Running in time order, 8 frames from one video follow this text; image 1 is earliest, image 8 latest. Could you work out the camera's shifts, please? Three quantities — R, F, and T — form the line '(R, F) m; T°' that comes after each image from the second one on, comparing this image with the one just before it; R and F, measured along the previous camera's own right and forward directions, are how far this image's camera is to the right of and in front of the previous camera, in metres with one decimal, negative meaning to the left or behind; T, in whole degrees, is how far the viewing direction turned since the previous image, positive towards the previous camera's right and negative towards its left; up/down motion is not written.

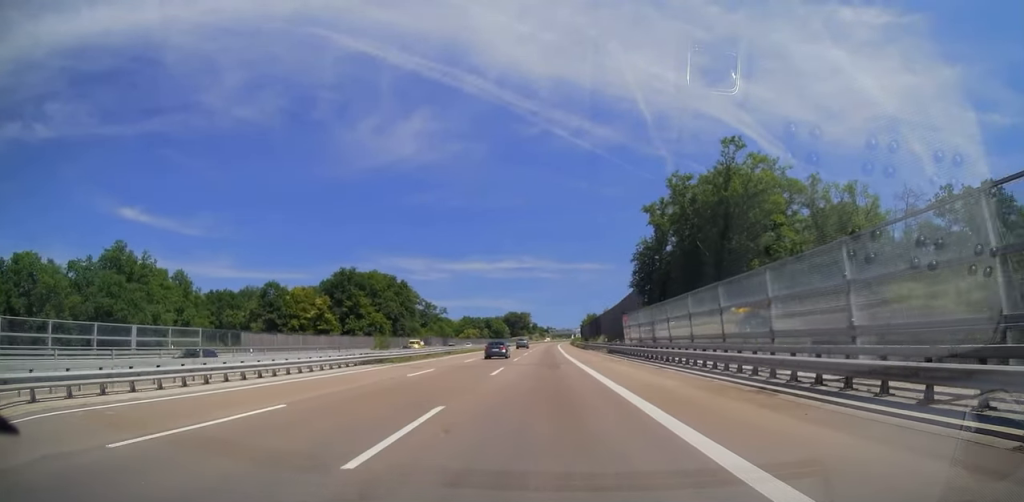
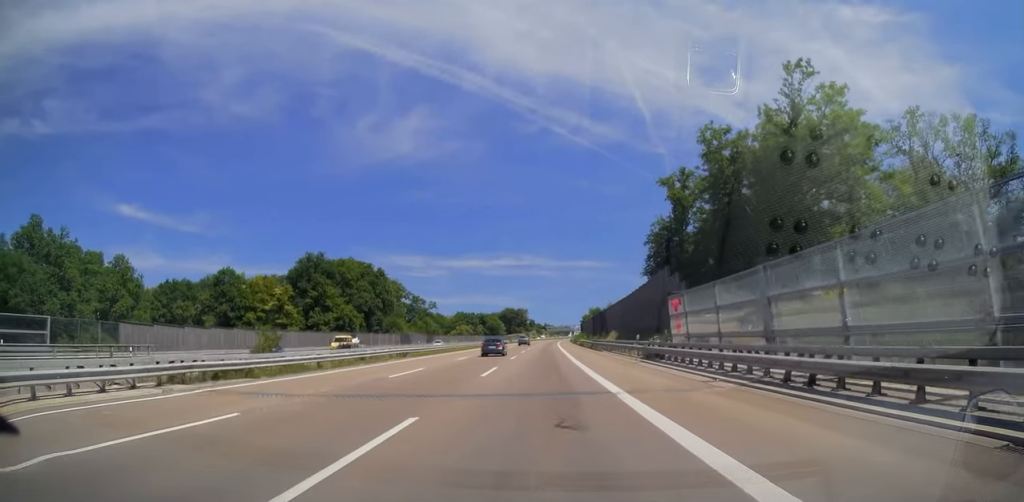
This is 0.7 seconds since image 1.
(-0.3, +19.9) m; 0°
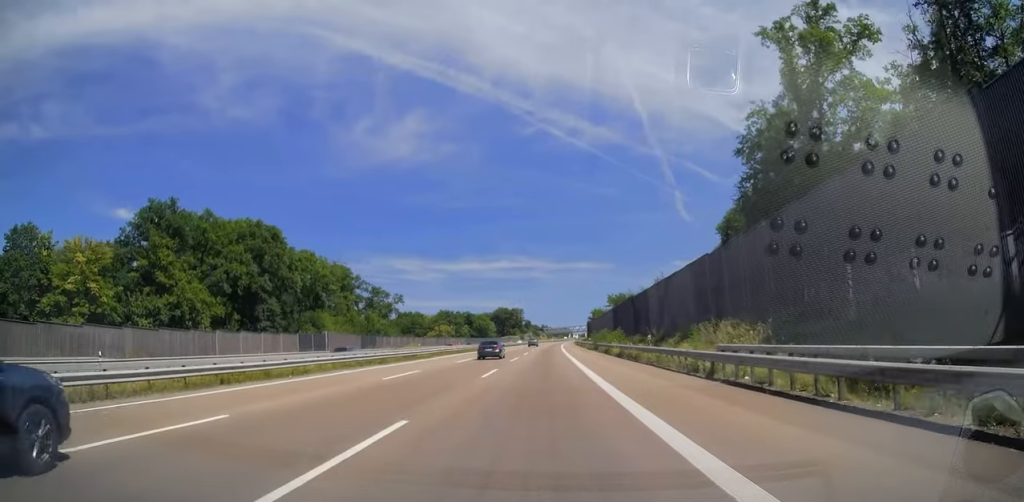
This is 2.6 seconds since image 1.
(+0.1, +53.6) m; 0°
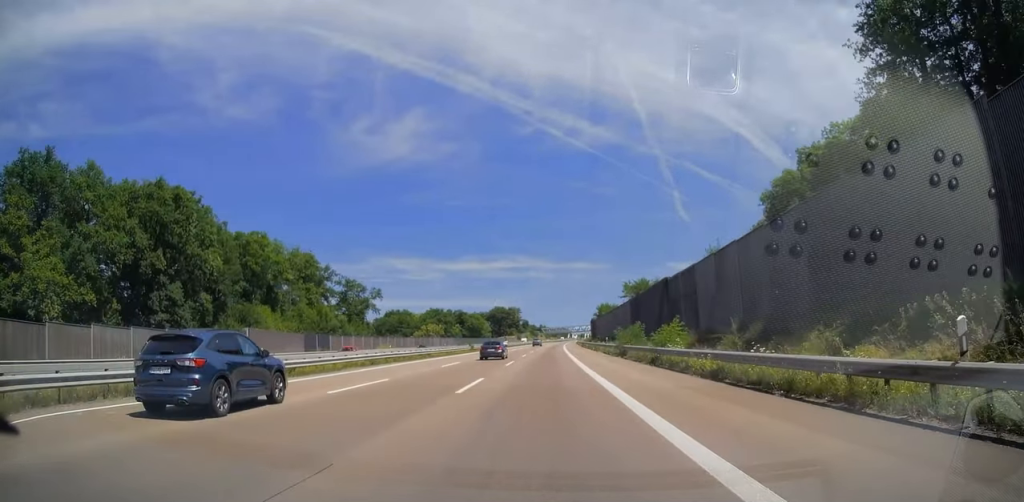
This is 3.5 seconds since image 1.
(+0.2, +24.0) m; +1°
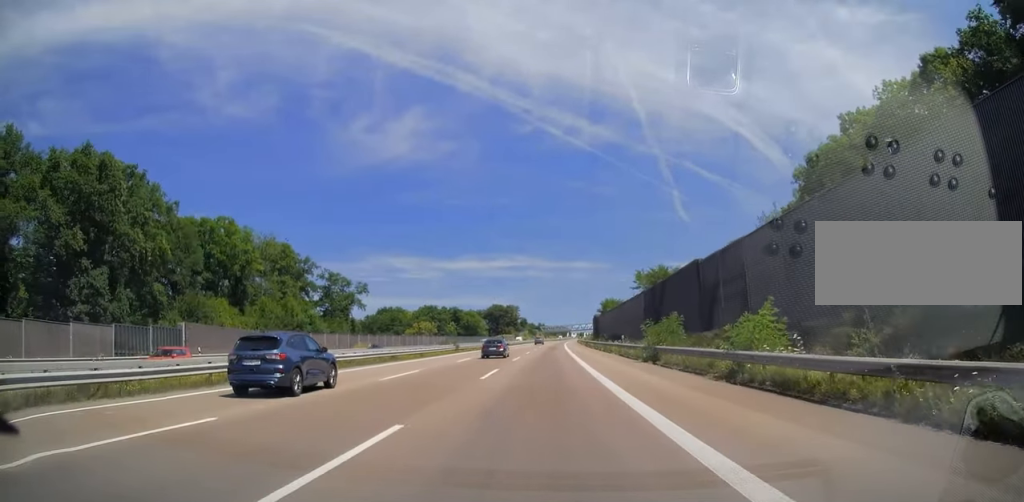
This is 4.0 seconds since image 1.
(+0.1, +12.5) m; 0°
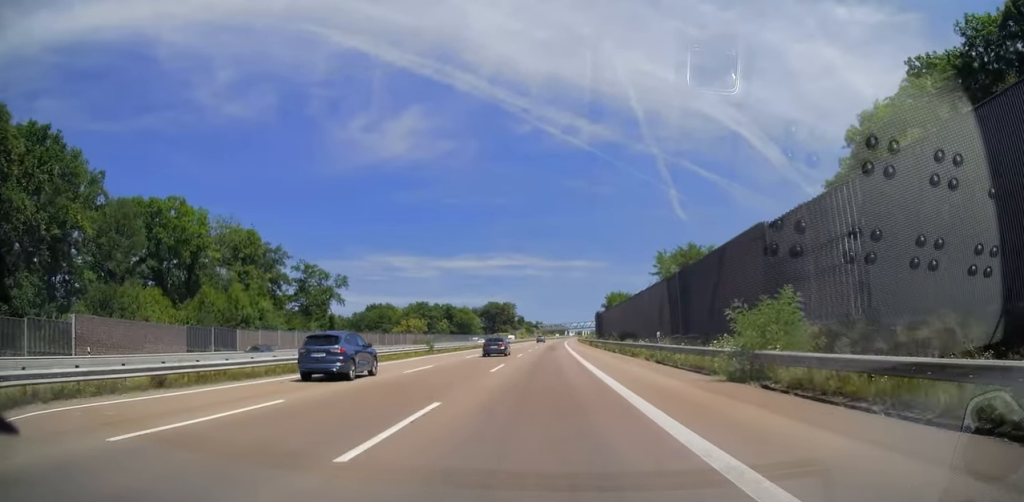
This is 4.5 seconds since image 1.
(0.0, +14.8) m; 0°
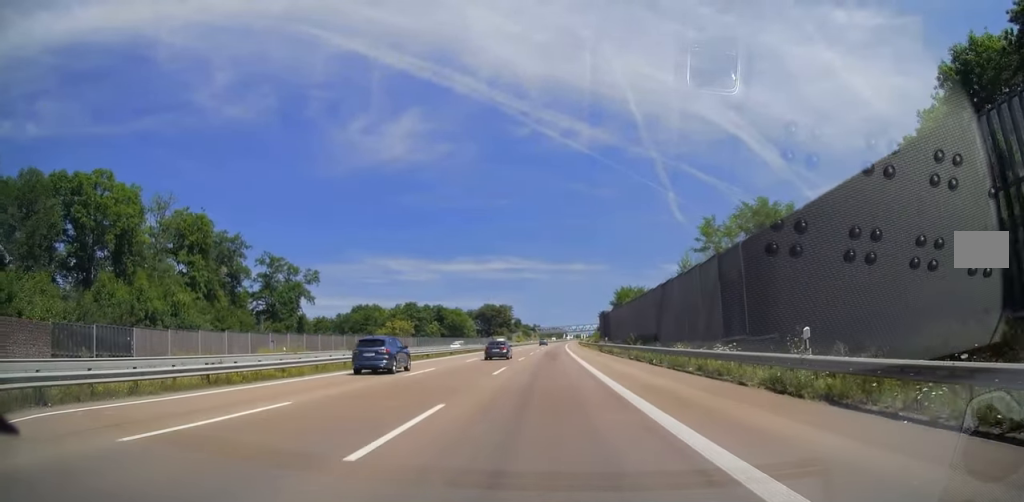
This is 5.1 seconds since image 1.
(0.0, +17.6) m; 0°
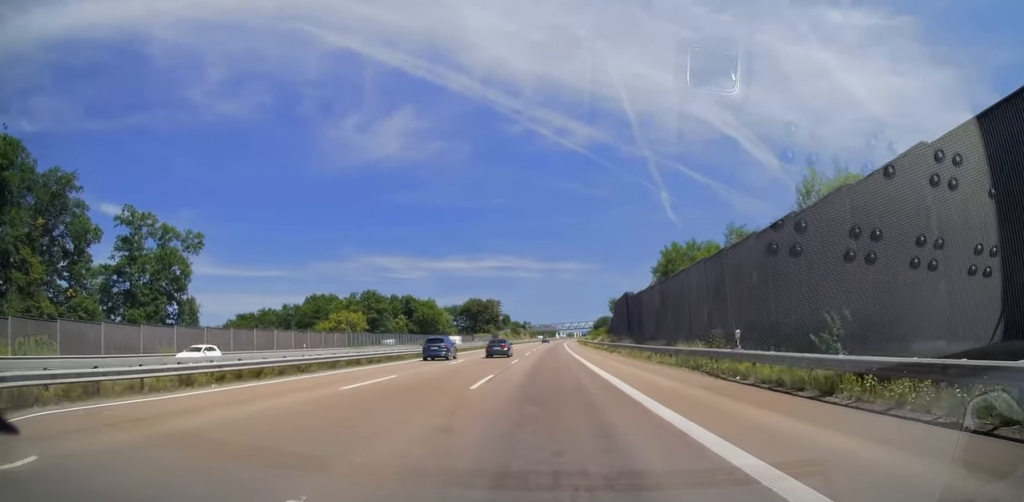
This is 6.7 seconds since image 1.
(0.0, +43.9) m; 0°
